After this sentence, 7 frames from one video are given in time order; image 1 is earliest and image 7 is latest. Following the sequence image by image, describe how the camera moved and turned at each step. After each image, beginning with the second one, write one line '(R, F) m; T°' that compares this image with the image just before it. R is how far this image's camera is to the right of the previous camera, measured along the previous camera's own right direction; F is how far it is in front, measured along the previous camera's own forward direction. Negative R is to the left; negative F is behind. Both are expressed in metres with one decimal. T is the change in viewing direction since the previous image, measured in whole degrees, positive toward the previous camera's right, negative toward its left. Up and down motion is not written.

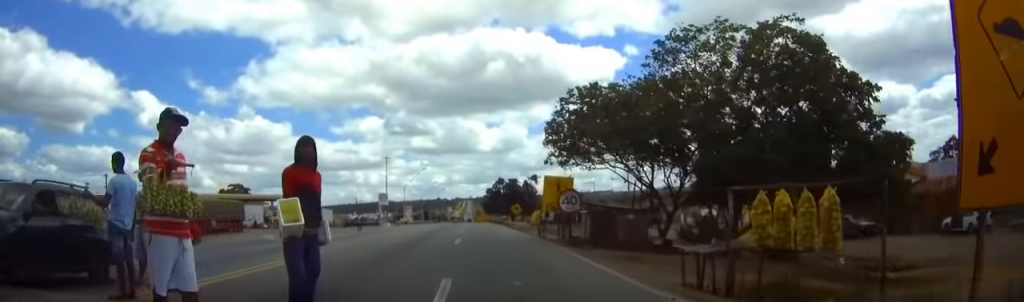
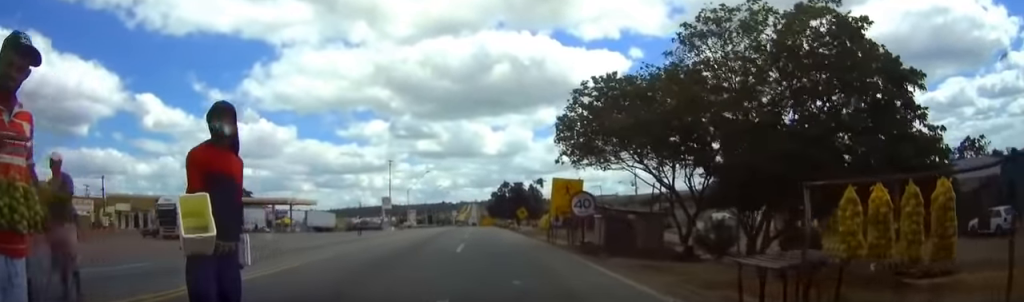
(-0.1, +2.2) m; -1°
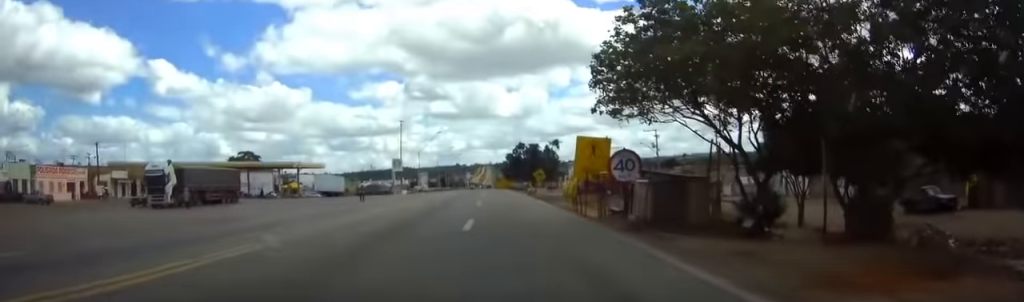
(-0.1, +5.2) m; -2°
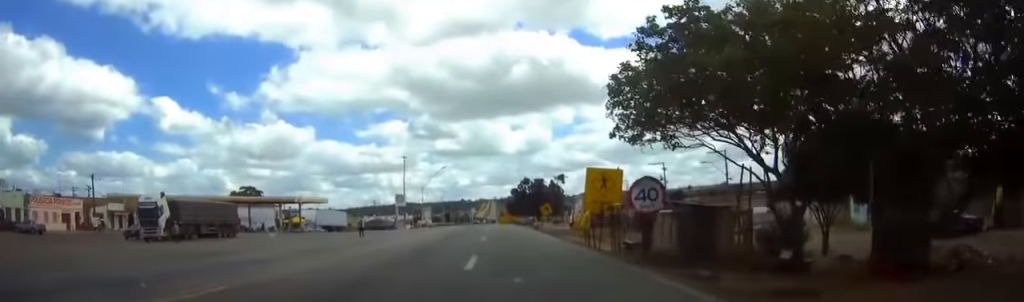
(0.0, +2.1) m; 0°
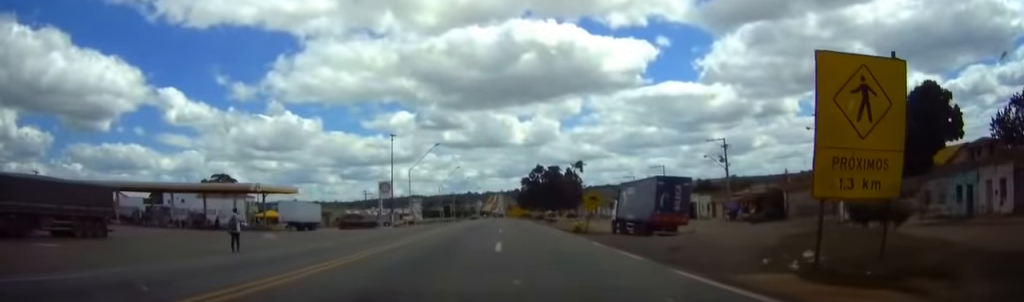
(-0.1, +25.5) m; 0°
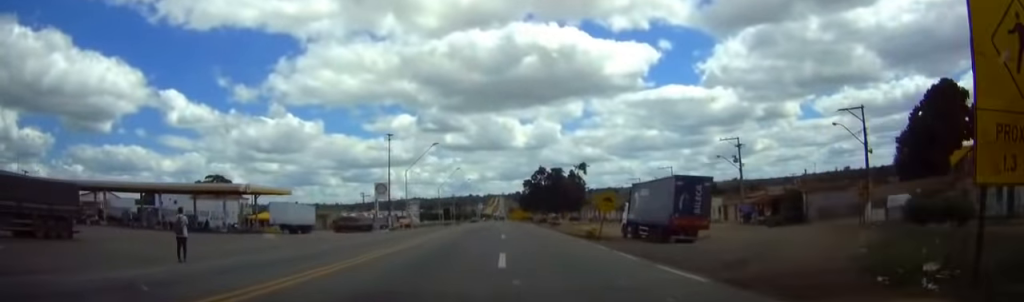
(0.0, +4.5) m; +1°
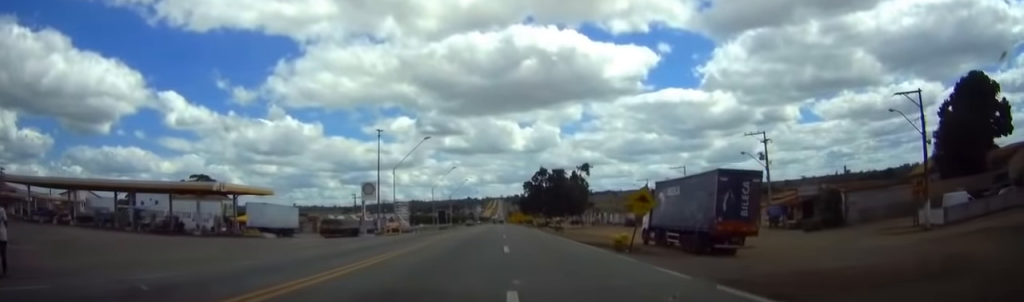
(+0.1, +8.5) m; 0°
